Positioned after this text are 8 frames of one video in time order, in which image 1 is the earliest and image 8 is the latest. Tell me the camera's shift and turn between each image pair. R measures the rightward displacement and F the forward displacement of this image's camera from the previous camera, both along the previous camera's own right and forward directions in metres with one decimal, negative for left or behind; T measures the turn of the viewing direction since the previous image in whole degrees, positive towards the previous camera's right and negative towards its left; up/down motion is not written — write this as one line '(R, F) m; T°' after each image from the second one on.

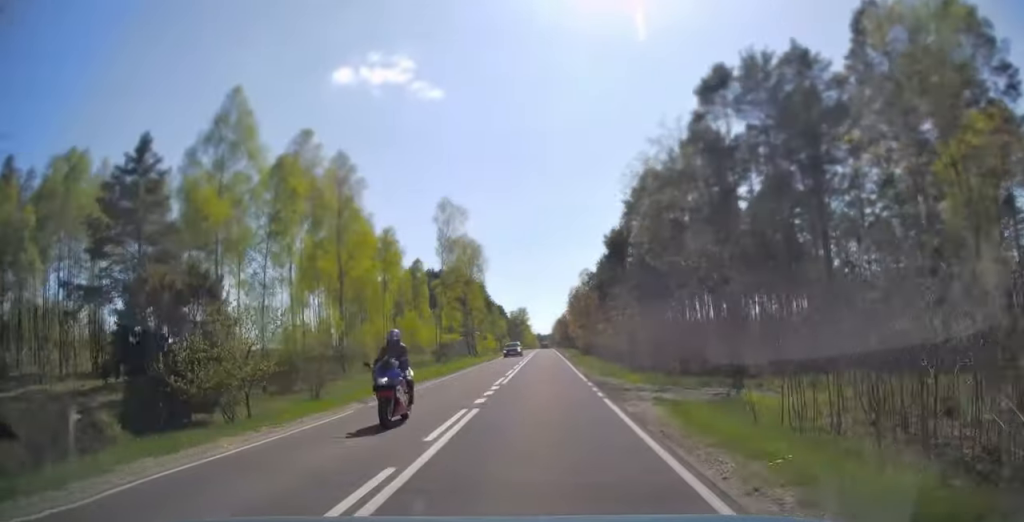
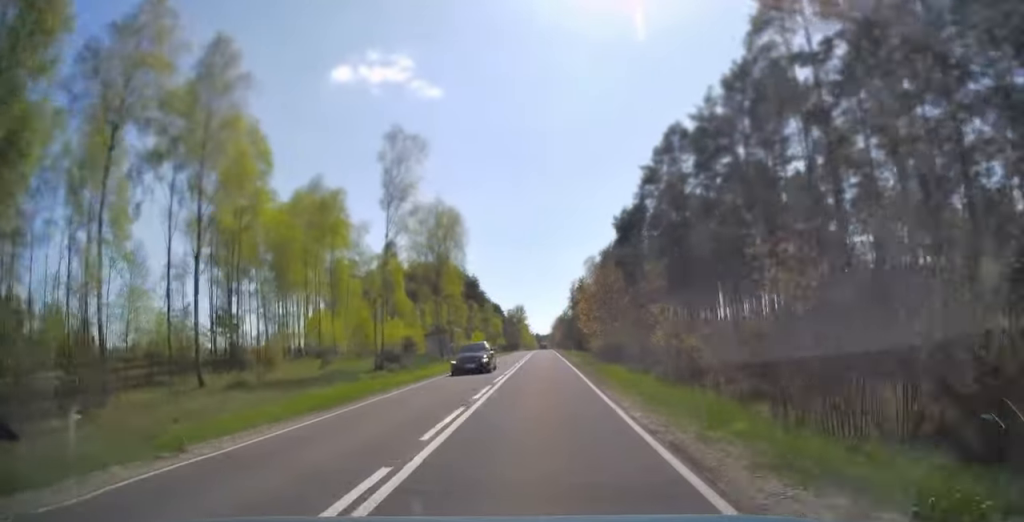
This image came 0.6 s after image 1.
(0.0, +17.2) m; 0°
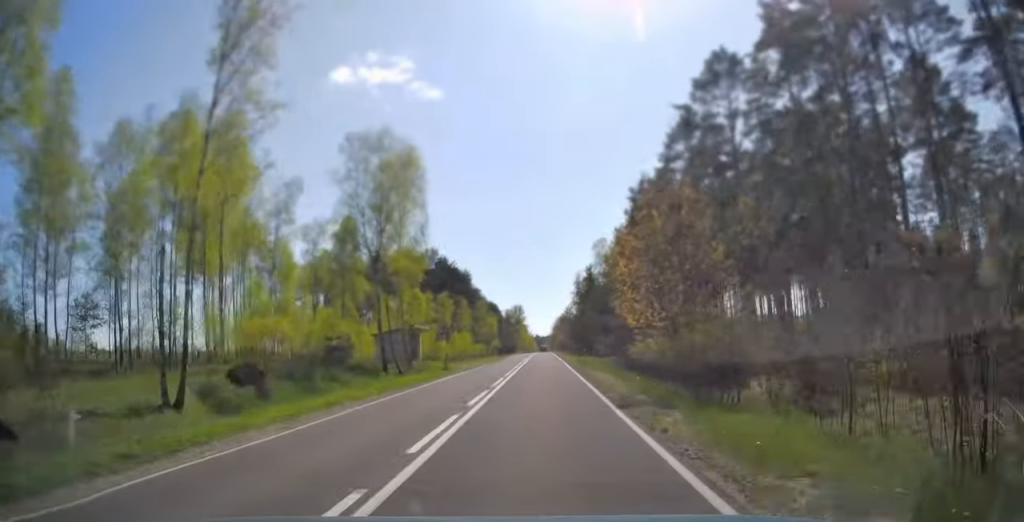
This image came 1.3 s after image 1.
(+0.2, +18.6) m; 0°
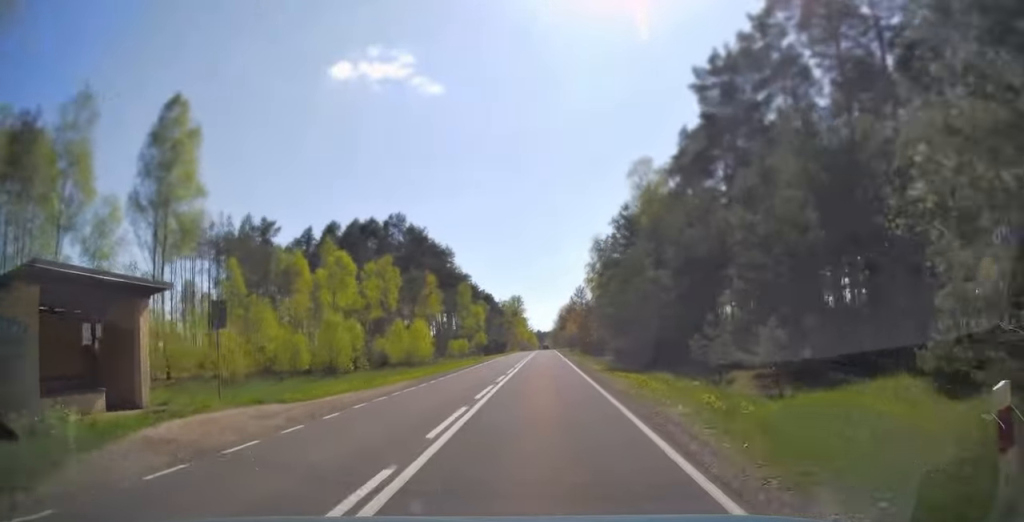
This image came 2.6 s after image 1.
(-0.3, +34.5) m; 0°
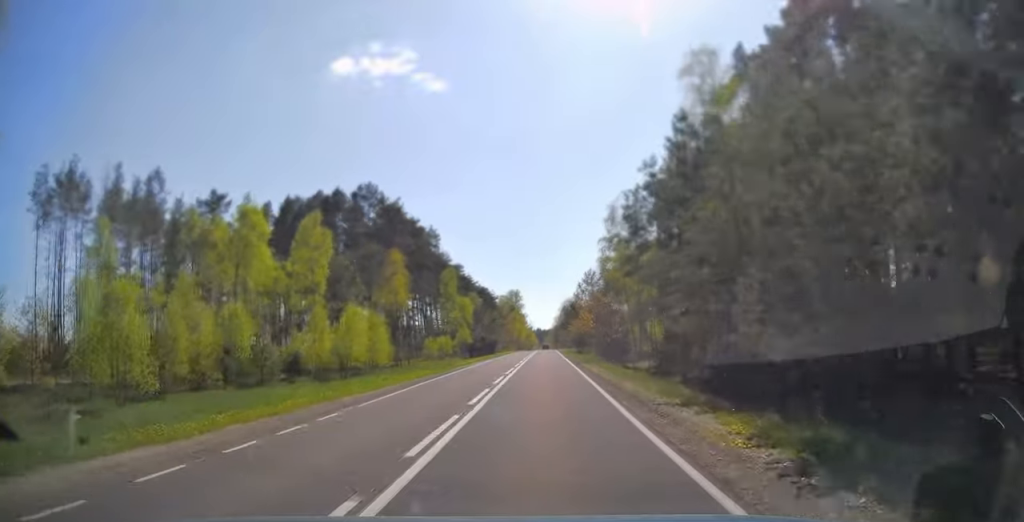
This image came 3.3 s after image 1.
(0.0, +19.1) m; 0°
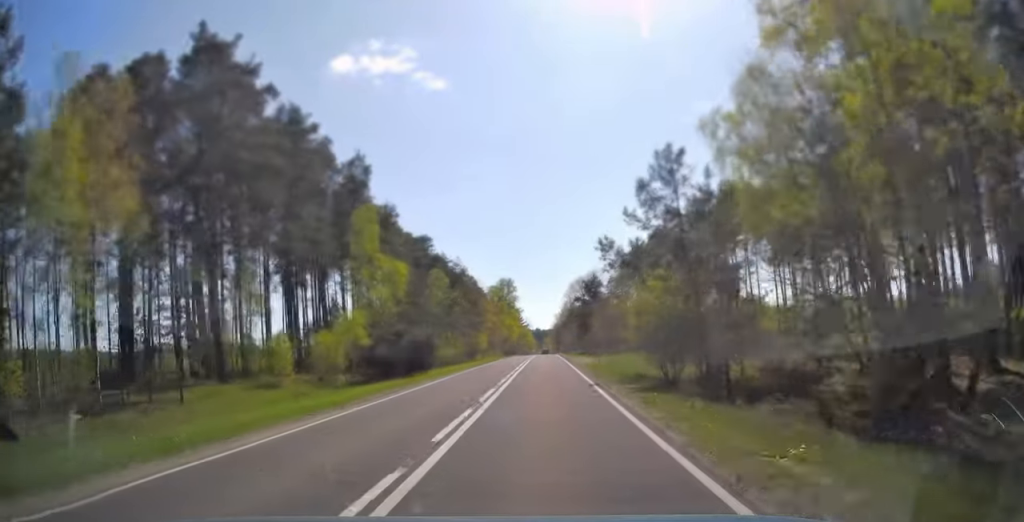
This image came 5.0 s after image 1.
(0.0, +46.0) m; 0°
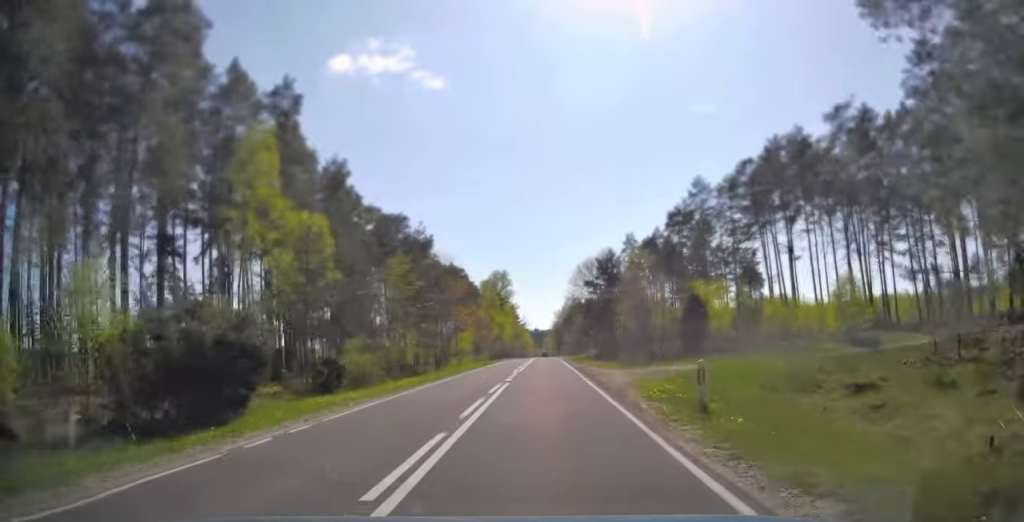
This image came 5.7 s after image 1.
(0.0, +21.1) m; 0°
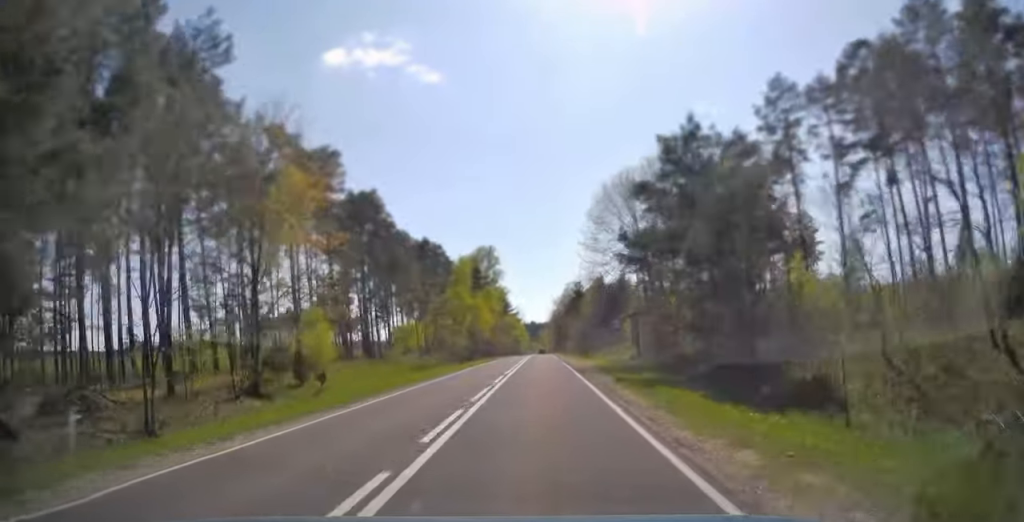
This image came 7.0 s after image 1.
(+0.1, +34.4) m; 0°
